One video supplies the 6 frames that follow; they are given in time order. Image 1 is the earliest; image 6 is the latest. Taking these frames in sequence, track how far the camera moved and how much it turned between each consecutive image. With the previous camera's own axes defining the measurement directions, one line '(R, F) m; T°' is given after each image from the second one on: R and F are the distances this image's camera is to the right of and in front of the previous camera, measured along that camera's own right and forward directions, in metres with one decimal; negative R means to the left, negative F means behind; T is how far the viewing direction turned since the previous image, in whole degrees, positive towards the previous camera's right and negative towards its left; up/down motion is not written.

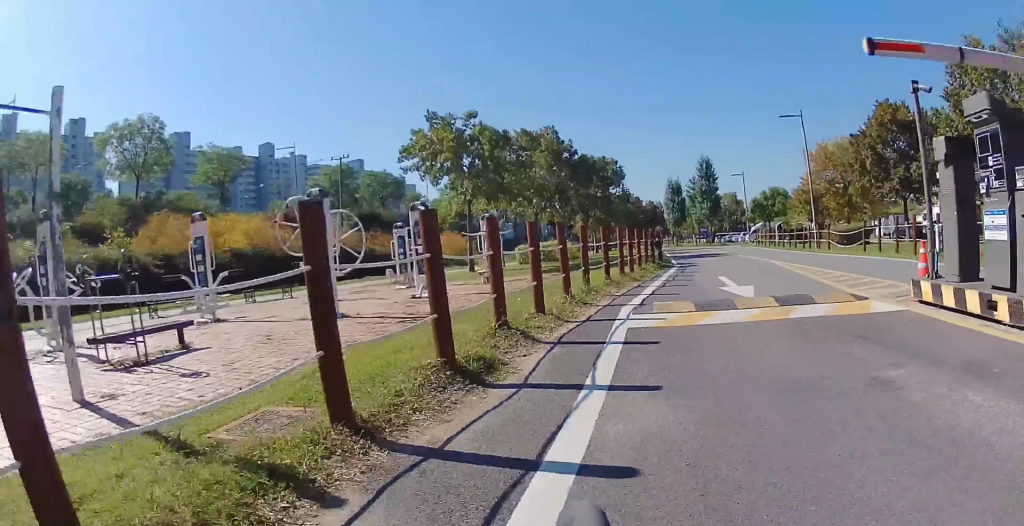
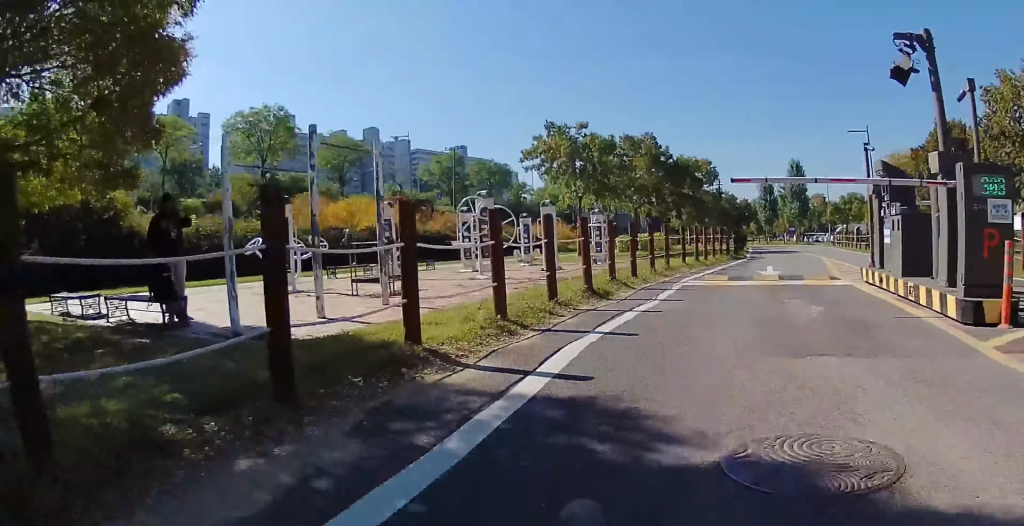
(-0.2, +4.6) m; -2°
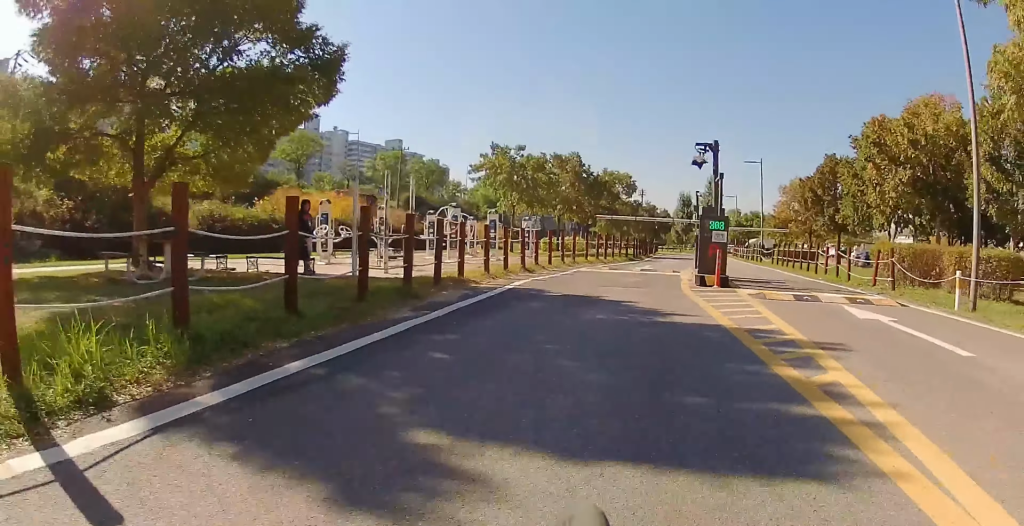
(0.0, +6.9) m; 0°
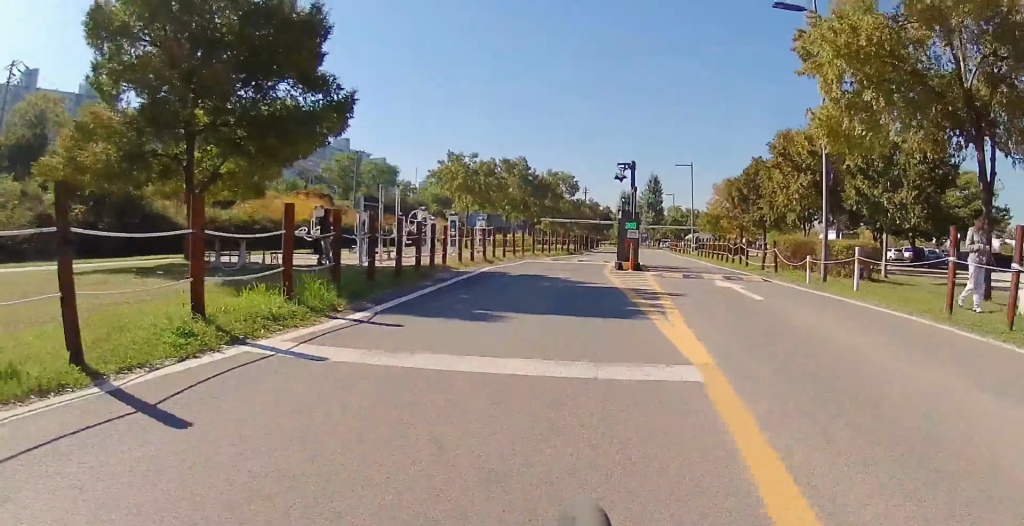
(0.0, +4.1) m; 0°
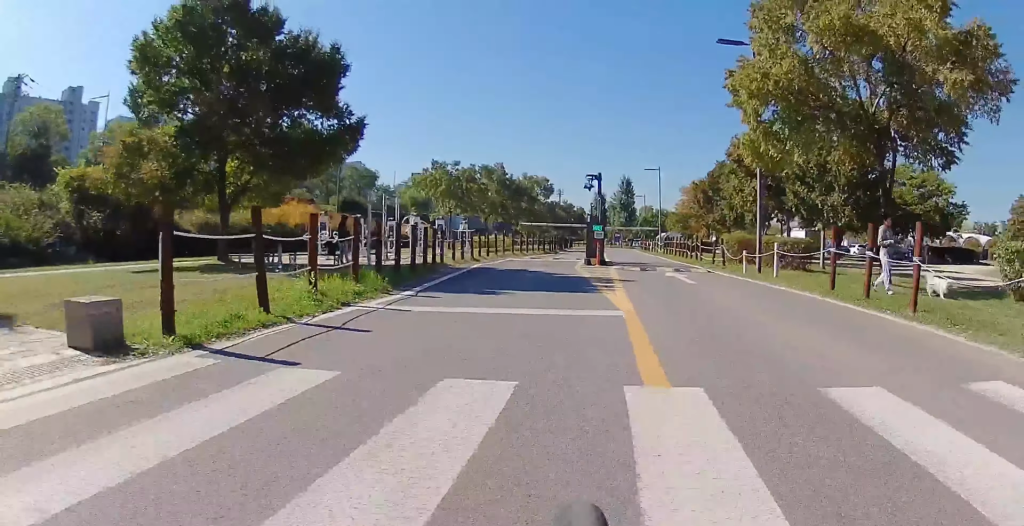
(0.0, +3.0) m; 0°
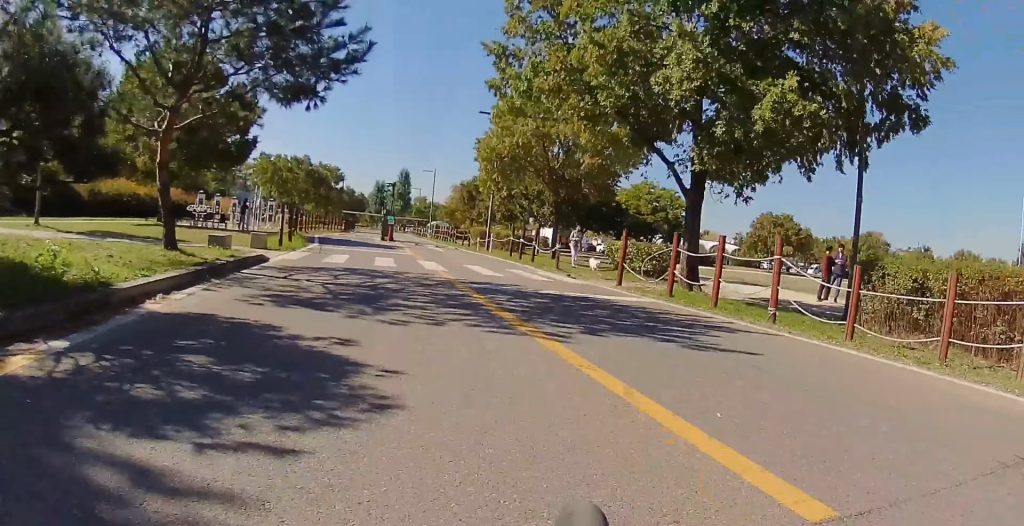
(+0.5, +11.5) m; +3°
